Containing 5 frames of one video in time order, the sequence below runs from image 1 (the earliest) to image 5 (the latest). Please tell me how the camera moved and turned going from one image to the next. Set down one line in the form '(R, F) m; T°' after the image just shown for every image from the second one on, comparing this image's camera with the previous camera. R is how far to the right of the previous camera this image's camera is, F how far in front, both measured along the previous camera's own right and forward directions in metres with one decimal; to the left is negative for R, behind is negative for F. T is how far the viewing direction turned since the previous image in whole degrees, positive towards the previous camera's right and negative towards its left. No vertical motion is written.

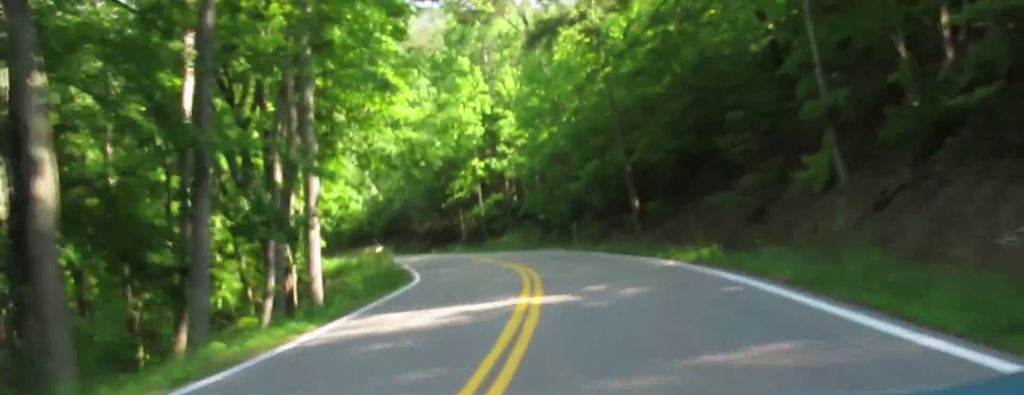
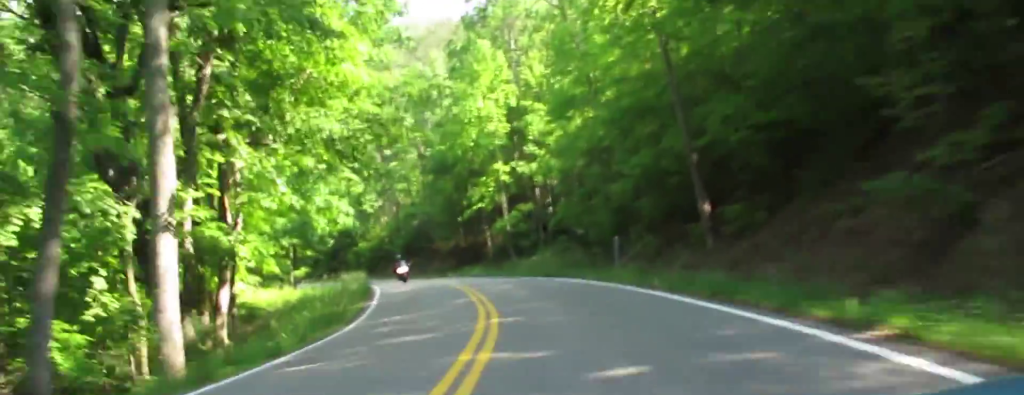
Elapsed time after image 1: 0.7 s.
(-0.6, +15.7) m; -2°
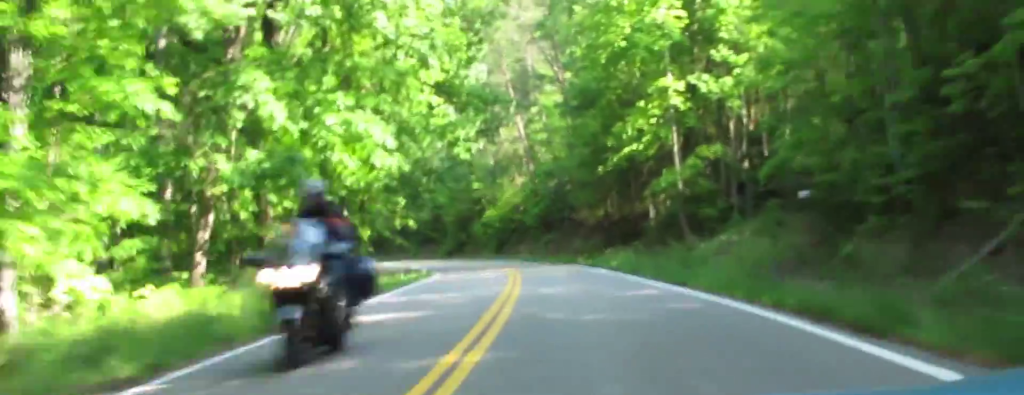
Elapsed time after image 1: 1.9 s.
(-0.2, +28.9) m; -4°
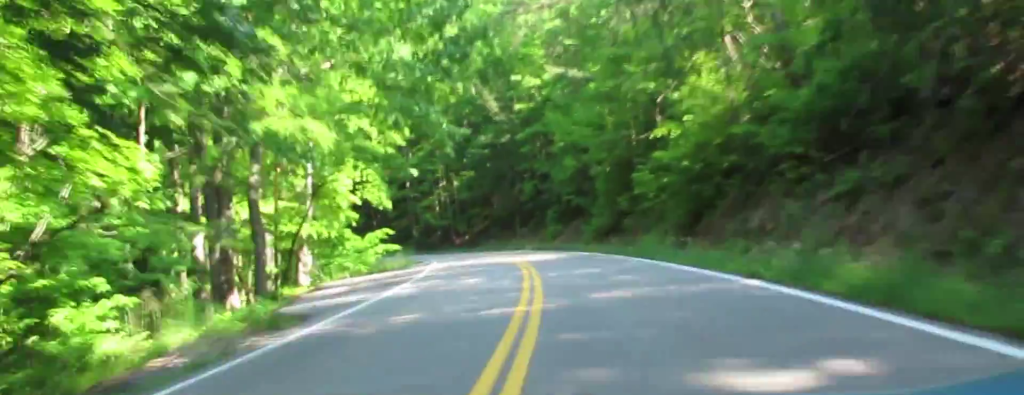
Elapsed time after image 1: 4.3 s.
(-7.6, +59.7) m; -14°
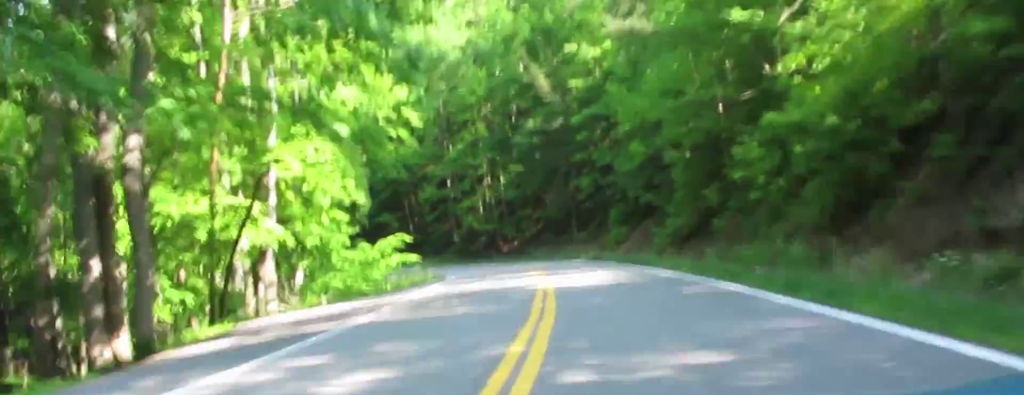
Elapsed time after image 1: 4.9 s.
(-0.8, +17.9) m; -5°
